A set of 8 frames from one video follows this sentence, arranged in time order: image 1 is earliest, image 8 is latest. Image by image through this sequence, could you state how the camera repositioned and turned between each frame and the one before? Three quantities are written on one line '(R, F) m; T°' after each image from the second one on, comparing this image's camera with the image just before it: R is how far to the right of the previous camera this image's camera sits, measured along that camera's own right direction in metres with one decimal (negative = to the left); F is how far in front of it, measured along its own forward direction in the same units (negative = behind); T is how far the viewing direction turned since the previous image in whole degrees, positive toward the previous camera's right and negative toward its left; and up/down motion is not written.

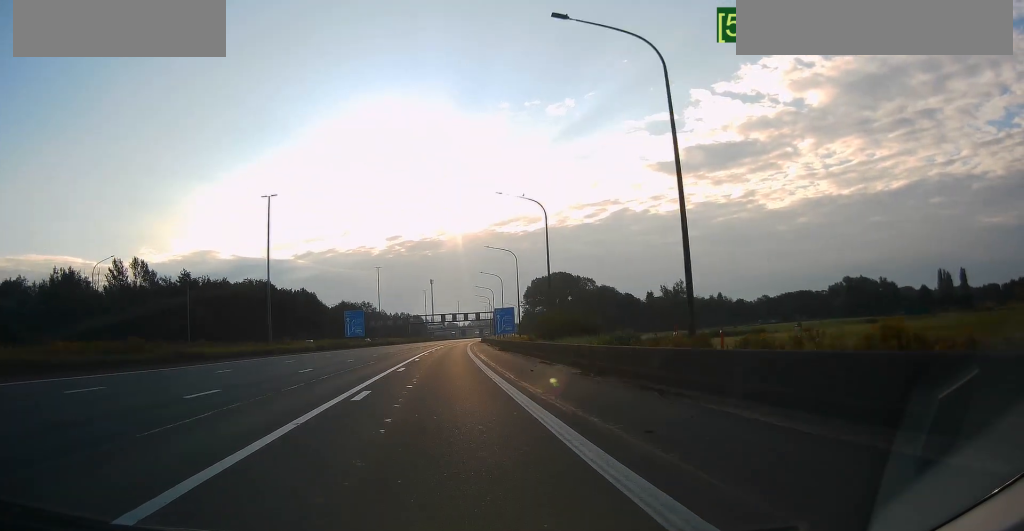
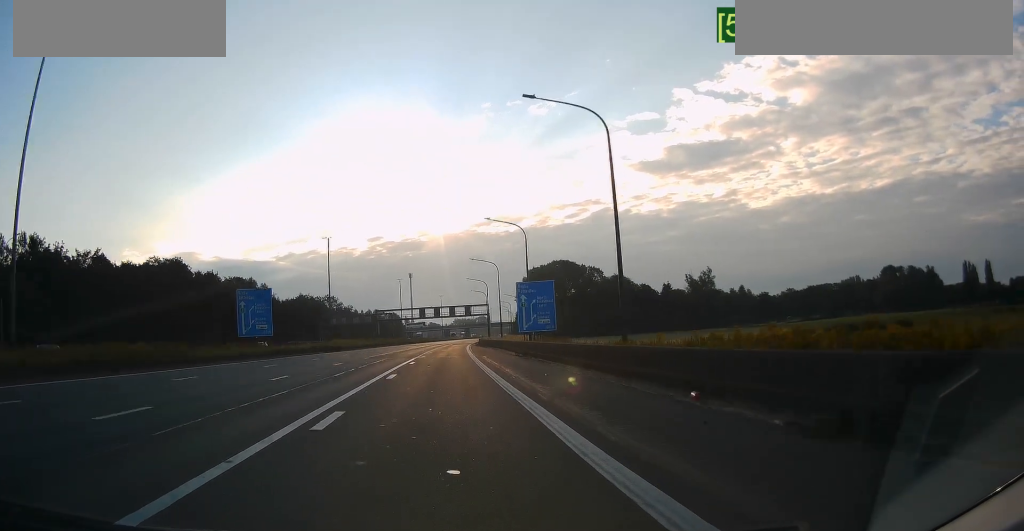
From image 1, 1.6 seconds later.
(+0.7, +55.3) m; +2°
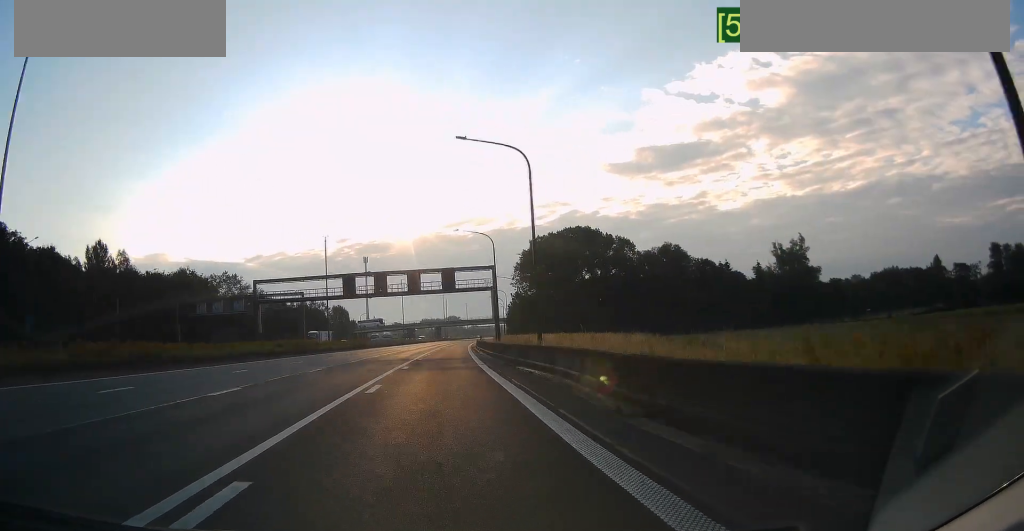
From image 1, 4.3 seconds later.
(+1.9, +94.0) m; +2°
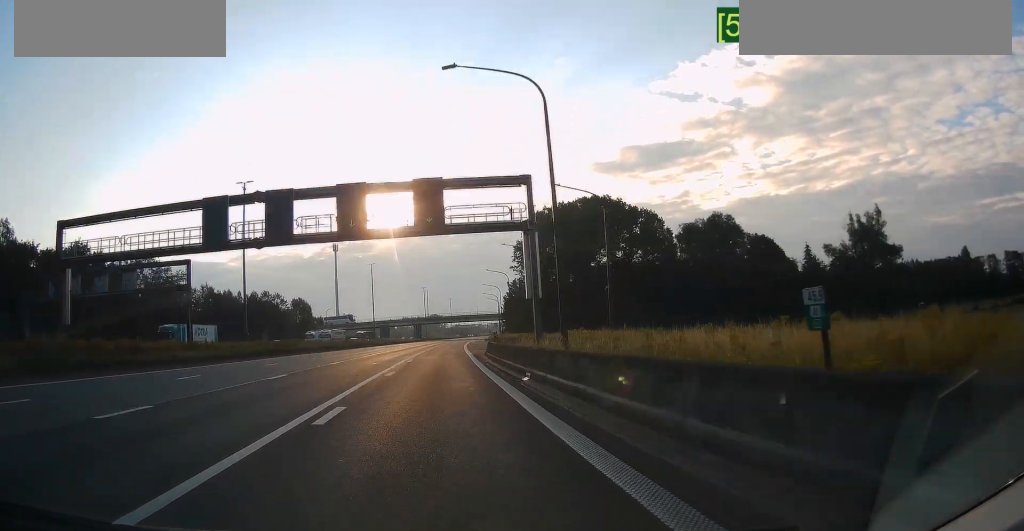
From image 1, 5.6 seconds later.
(-0.2, +44.2) m; +1°
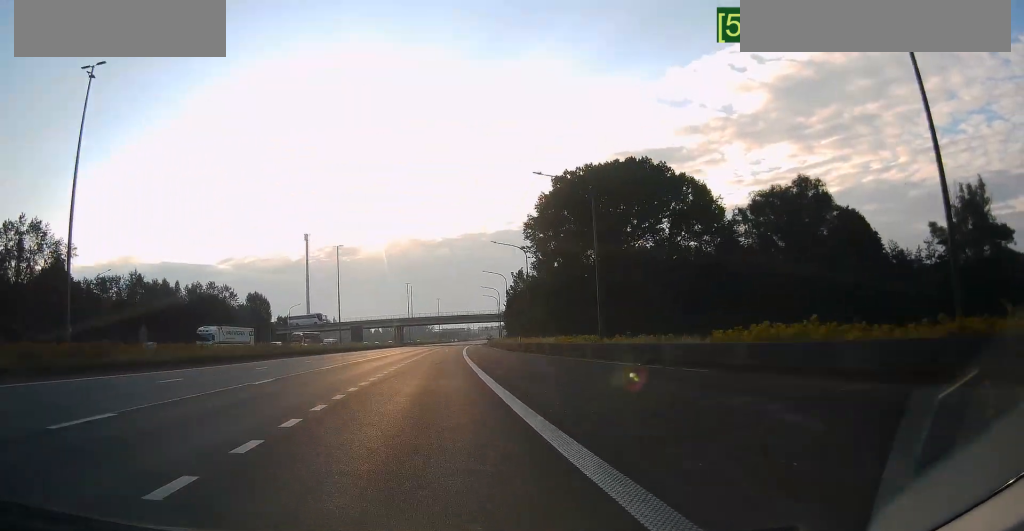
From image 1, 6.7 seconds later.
(+0.6, +38.7) m; +2°
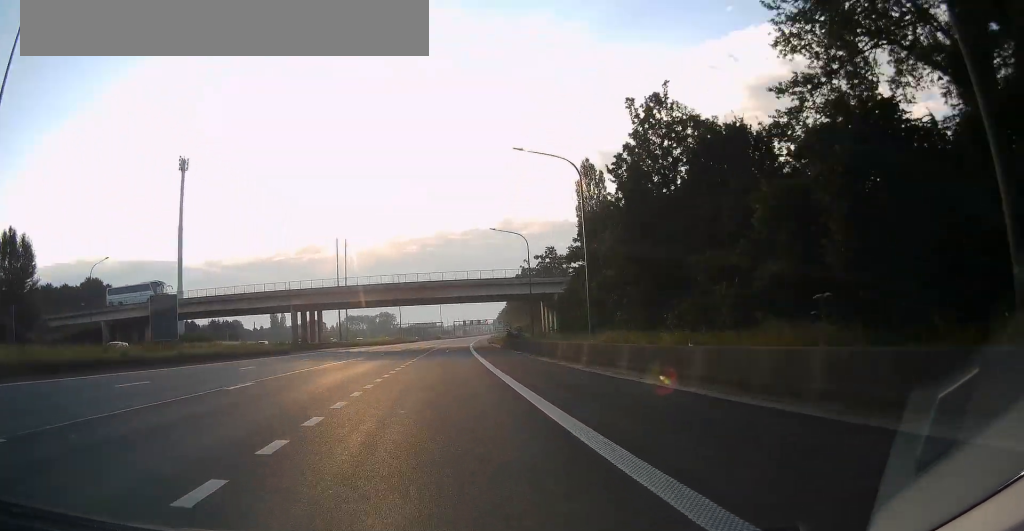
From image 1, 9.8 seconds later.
(+4.0, +104.8) m; +4°
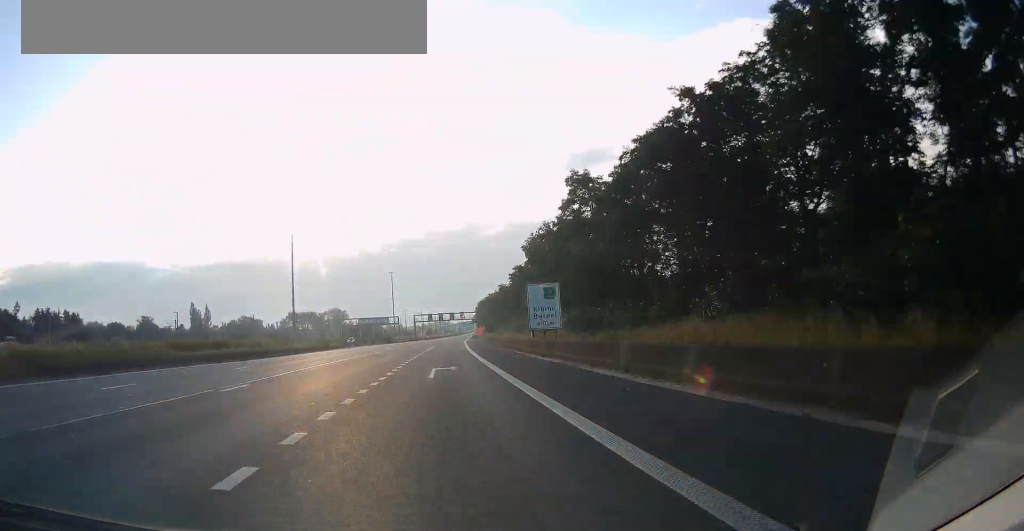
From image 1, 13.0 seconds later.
(+2.6, +113.1) m; +2°
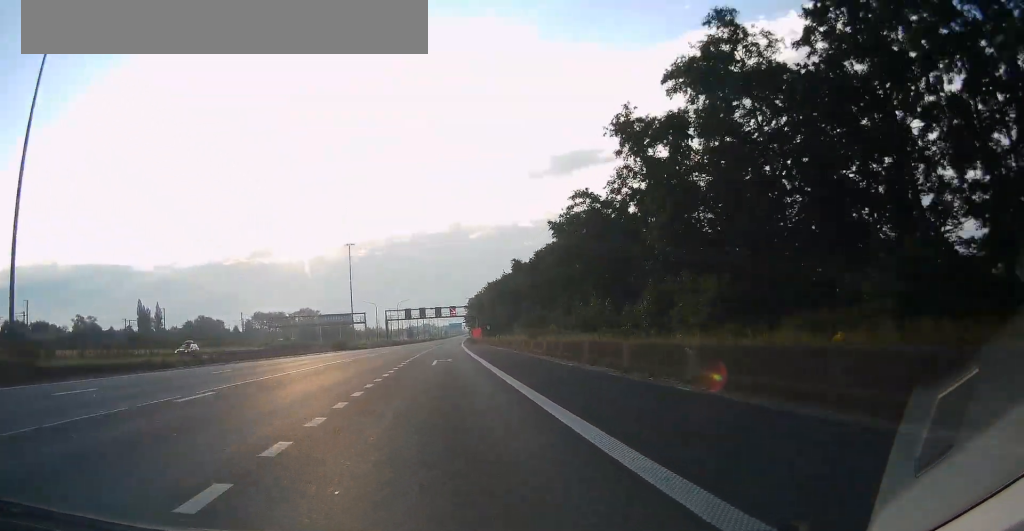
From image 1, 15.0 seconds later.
(+0.7, +66.3) m; +2°
